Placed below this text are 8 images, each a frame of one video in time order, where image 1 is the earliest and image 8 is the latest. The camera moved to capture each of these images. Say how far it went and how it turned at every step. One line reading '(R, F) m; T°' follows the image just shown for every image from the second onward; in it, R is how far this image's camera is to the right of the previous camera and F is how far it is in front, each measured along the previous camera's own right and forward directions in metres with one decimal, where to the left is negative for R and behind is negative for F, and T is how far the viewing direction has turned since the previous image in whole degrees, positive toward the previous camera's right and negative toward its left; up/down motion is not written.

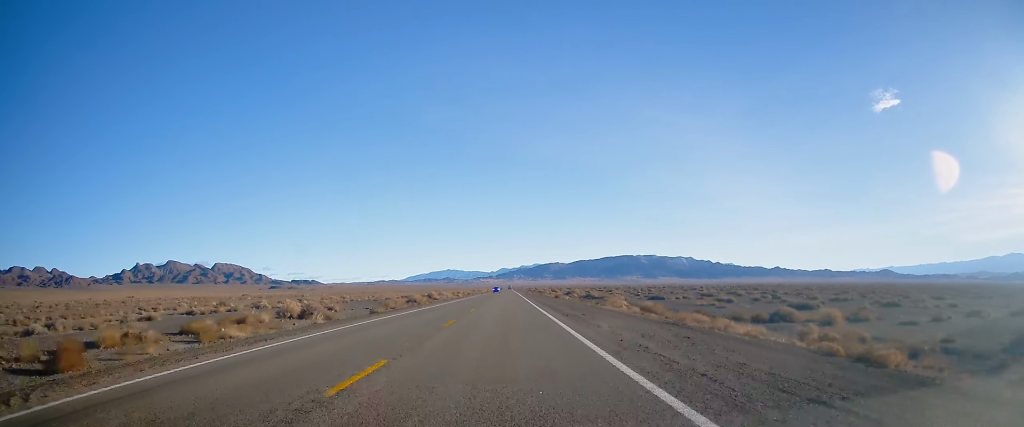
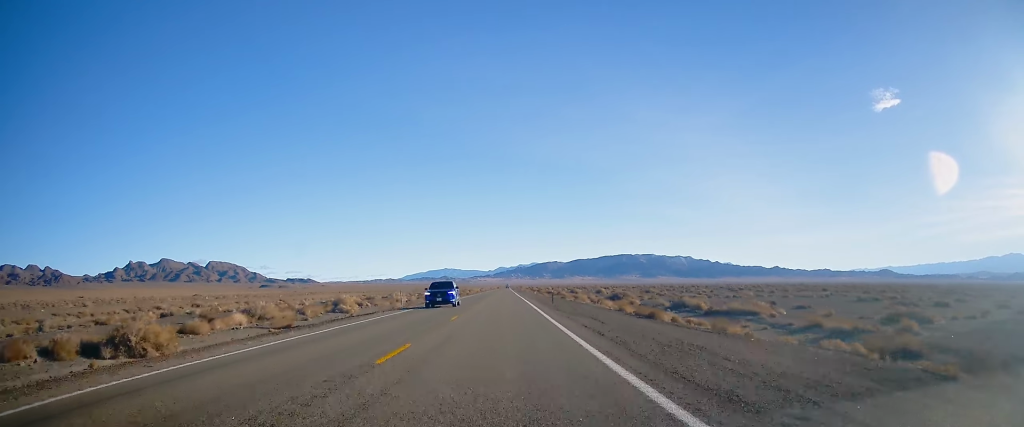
(-0.2, +69.5) m; 0°
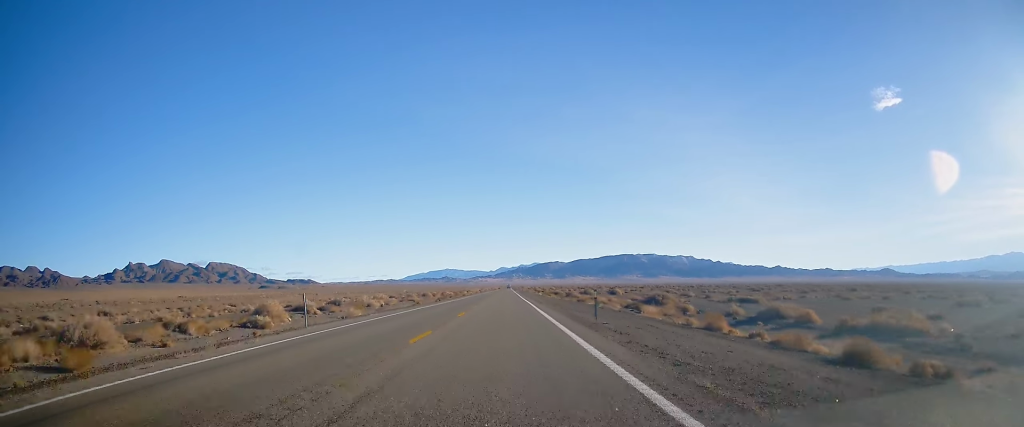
(+0.2, +20.6) m; 0°
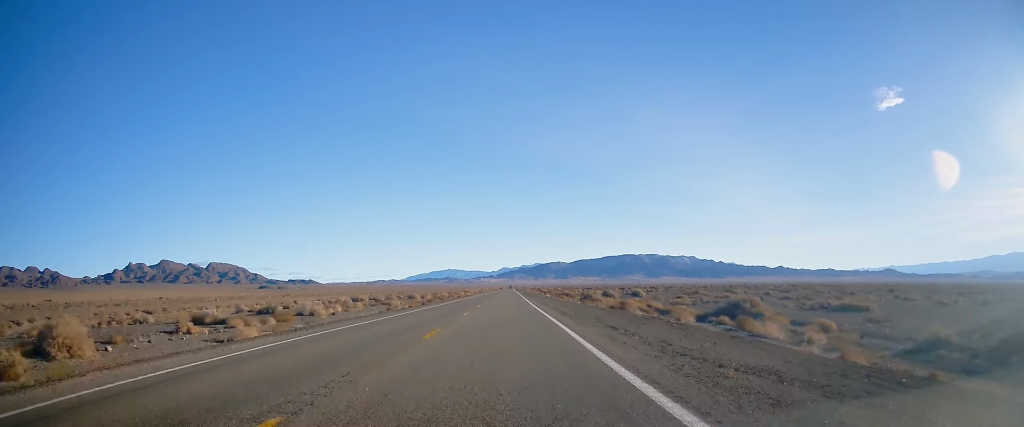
(-0.1, +22.9) m; 0°
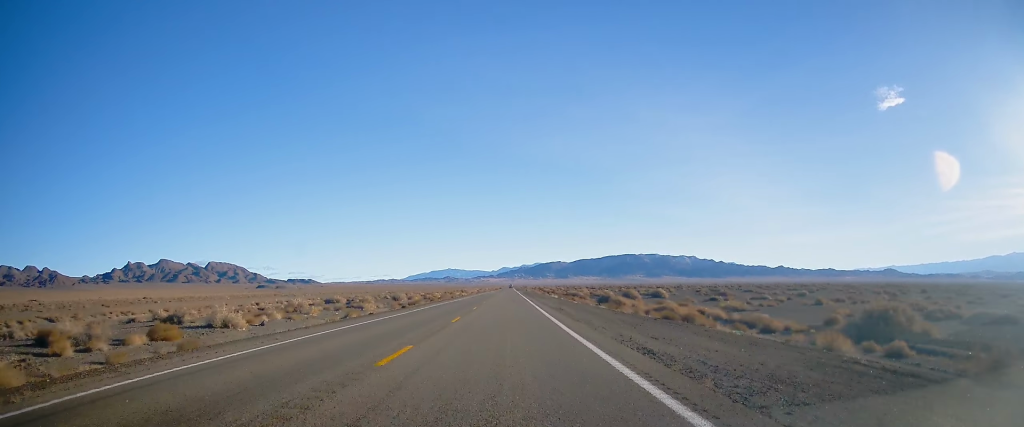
(-0.2, +17.2) m; 0°
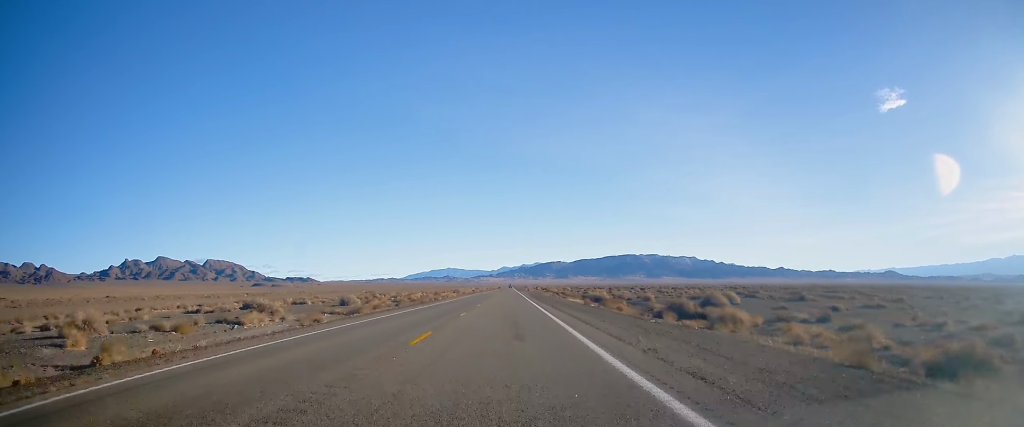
(+0.4, +33.2) m; 0°
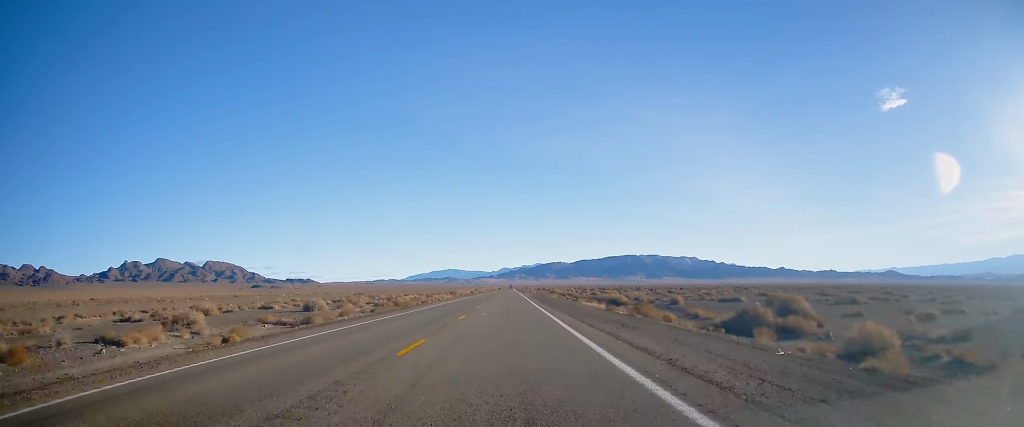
(-0.1, +13.8) m; 0°
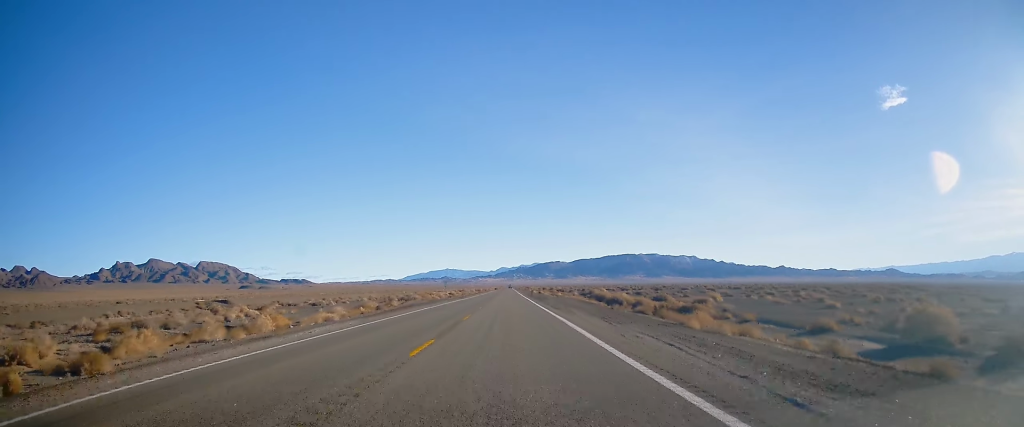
(-0.4, +85.6) m; 0°
